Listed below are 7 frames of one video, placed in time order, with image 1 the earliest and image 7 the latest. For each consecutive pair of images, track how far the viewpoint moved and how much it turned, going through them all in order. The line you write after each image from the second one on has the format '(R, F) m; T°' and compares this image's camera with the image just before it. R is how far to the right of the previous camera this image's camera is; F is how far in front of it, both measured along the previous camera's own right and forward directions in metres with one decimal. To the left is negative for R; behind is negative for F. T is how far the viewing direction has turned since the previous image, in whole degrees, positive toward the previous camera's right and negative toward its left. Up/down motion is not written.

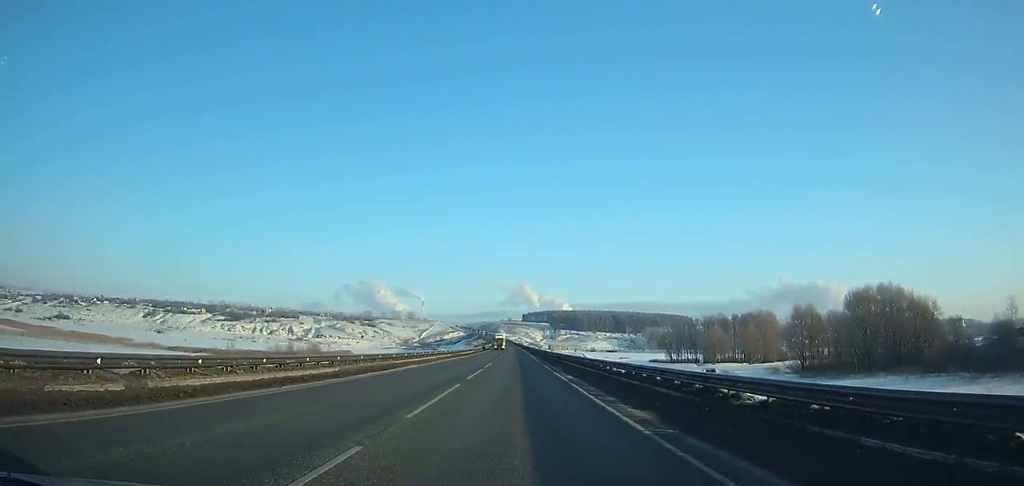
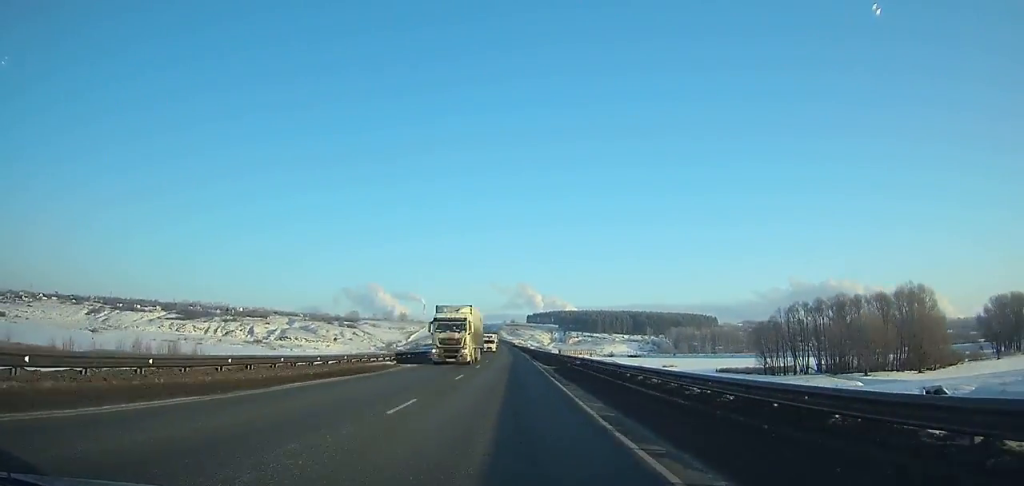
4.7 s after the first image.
(+0.2, +102.9) m; -1°
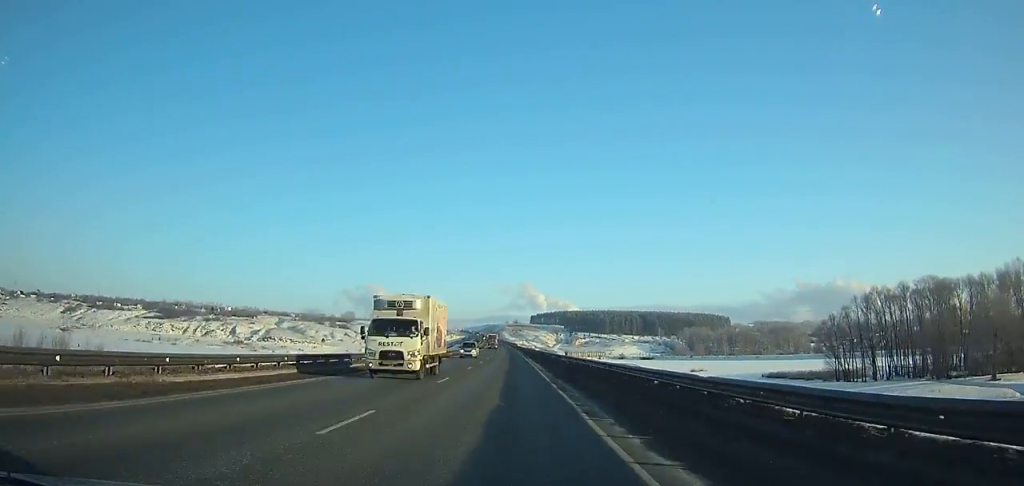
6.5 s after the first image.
(-0.4, +38.9) m; -1°
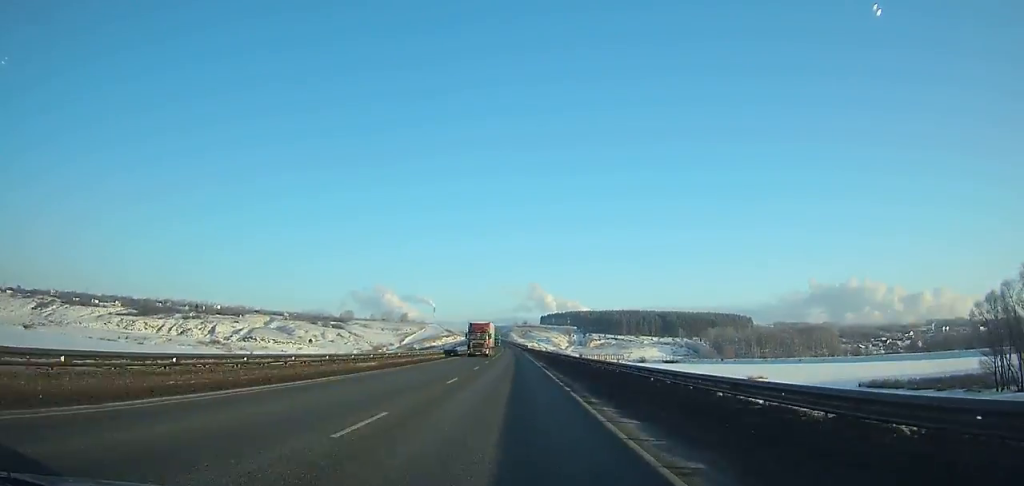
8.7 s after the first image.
(-0.3, +47.2) m; -1°
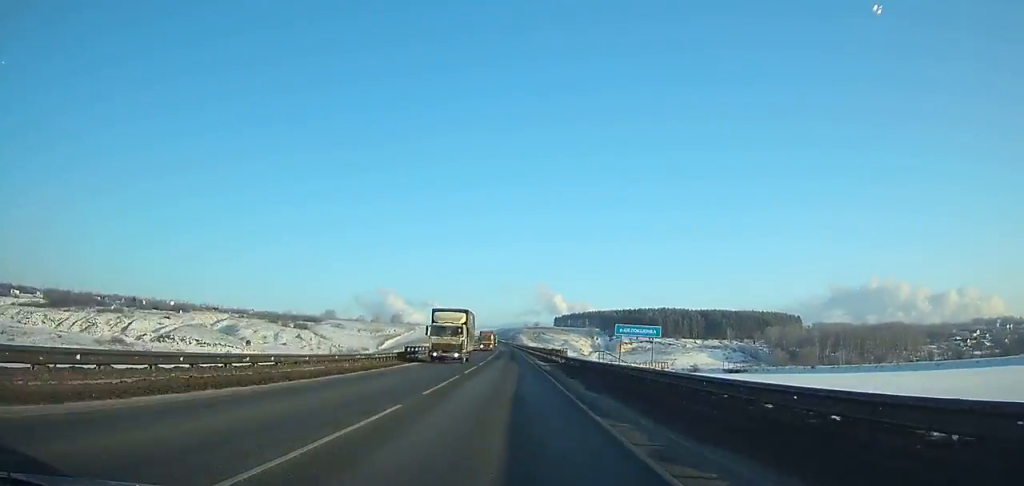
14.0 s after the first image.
(-0.8, +112.2) m; -1°
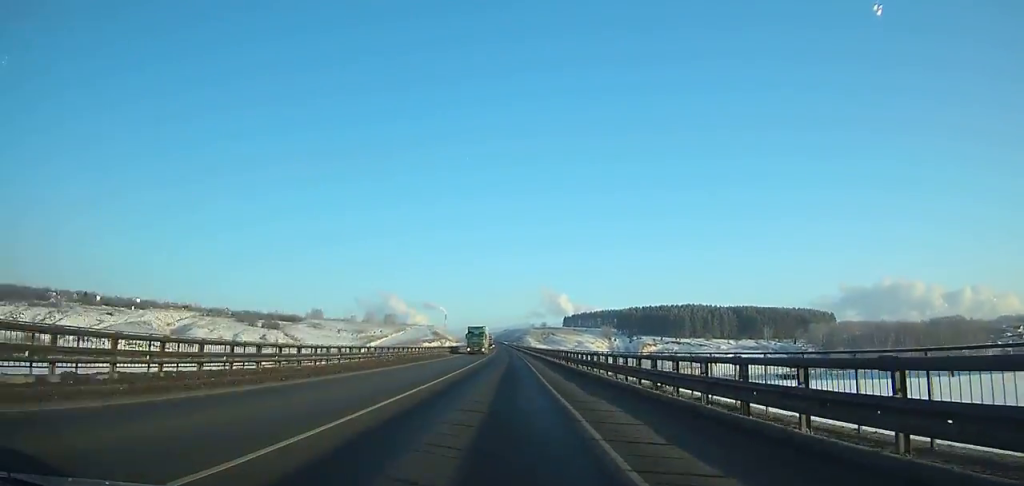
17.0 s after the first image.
(-0.2, +62.5) m; -1°
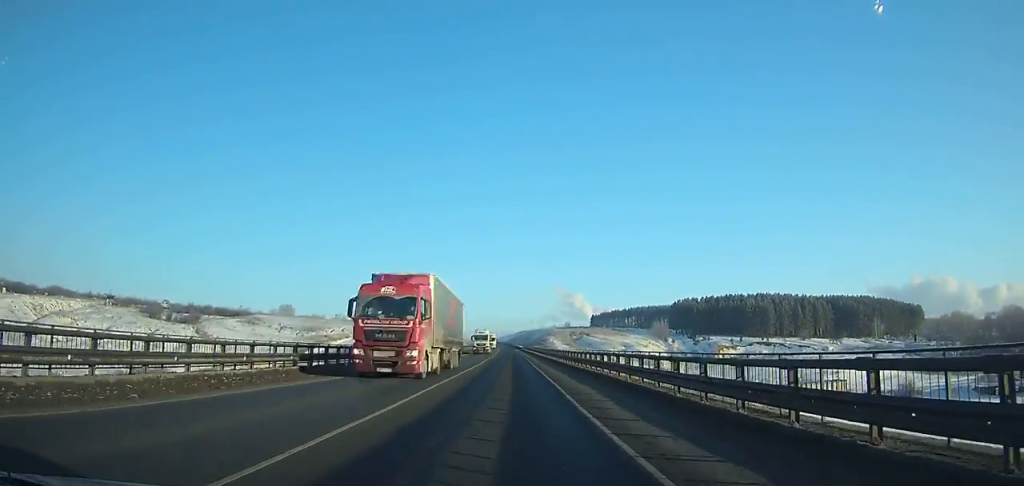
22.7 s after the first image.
(-1.9, +118.6) m; -2°
